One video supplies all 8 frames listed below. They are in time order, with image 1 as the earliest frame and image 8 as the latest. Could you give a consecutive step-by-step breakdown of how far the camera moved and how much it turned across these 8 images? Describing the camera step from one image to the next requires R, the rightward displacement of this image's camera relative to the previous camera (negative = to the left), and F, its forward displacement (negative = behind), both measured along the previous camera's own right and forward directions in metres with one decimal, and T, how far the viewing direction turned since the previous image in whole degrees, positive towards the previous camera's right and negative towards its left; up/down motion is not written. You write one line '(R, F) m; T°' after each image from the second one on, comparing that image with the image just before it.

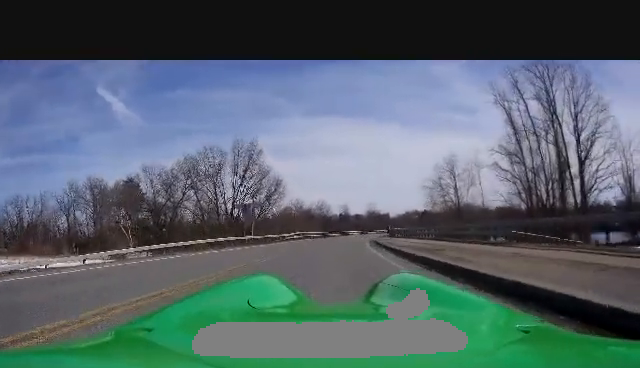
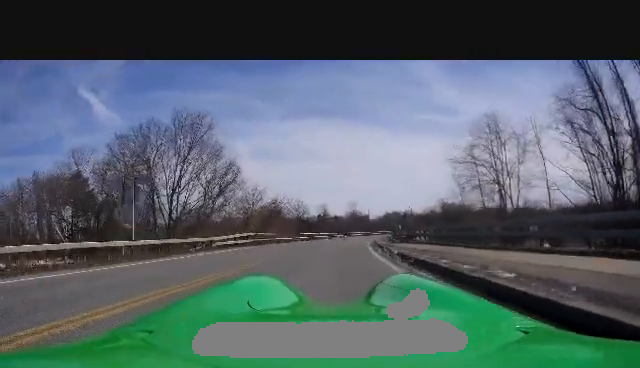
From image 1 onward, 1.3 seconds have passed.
(+1.3, +17.2) m; +7°
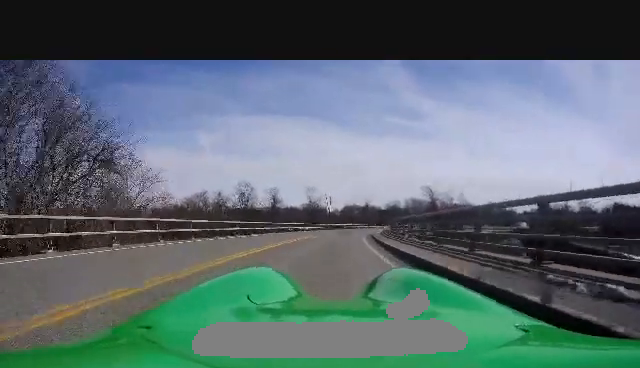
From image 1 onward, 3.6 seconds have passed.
(+0.4, +29.9) m; +3°
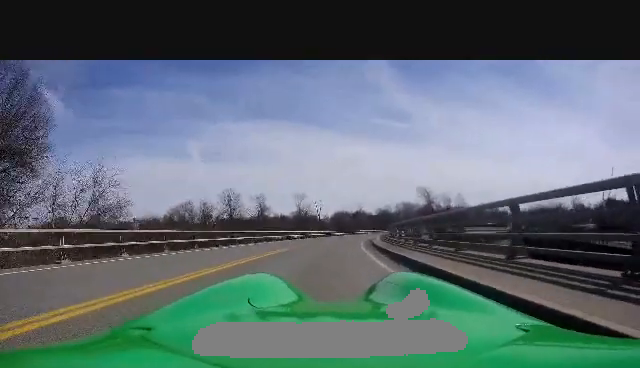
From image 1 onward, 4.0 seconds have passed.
(+0.1, +5.5) m; +1°
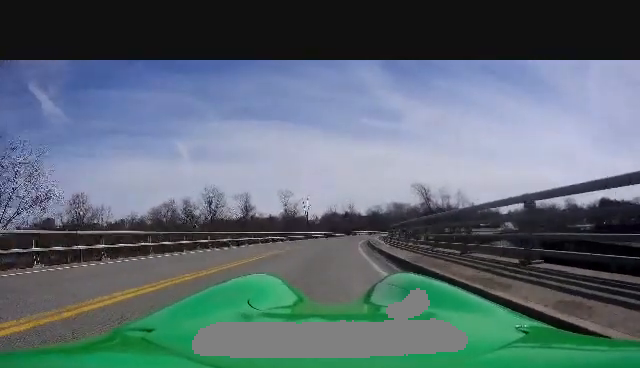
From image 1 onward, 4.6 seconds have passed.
(+0.1, +7.2) m; +1°
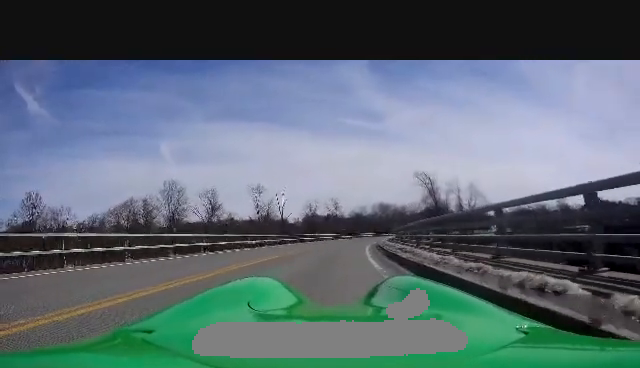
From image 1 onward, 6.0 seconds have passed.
(+0.6, +17.7) m; +5°
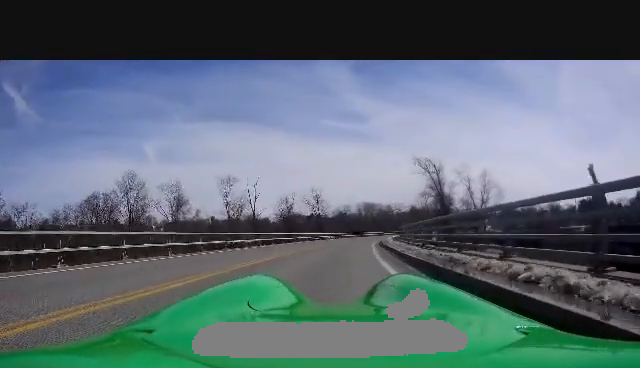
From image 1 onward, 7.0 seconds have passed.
(+0.5, +12.7) m; +3°
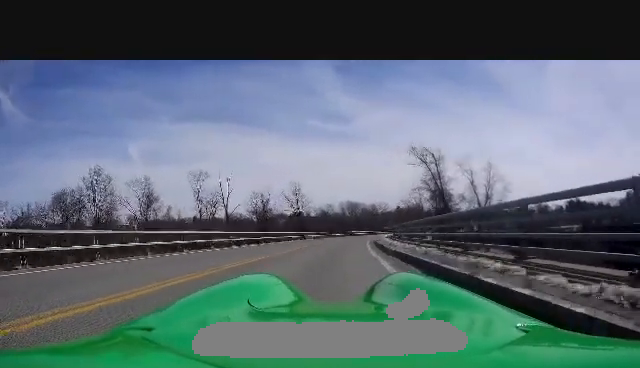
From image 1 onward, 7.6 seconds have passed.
(+0.1, +7.3) m; +1°
